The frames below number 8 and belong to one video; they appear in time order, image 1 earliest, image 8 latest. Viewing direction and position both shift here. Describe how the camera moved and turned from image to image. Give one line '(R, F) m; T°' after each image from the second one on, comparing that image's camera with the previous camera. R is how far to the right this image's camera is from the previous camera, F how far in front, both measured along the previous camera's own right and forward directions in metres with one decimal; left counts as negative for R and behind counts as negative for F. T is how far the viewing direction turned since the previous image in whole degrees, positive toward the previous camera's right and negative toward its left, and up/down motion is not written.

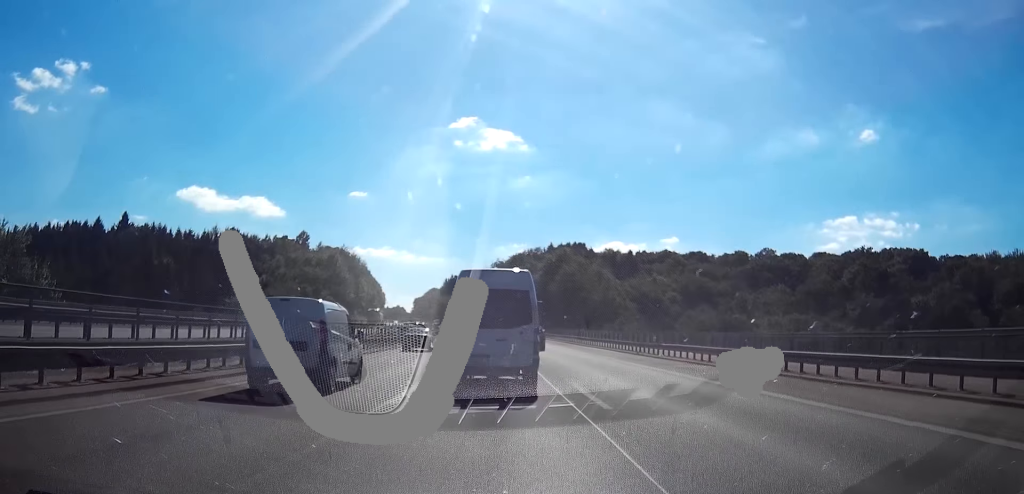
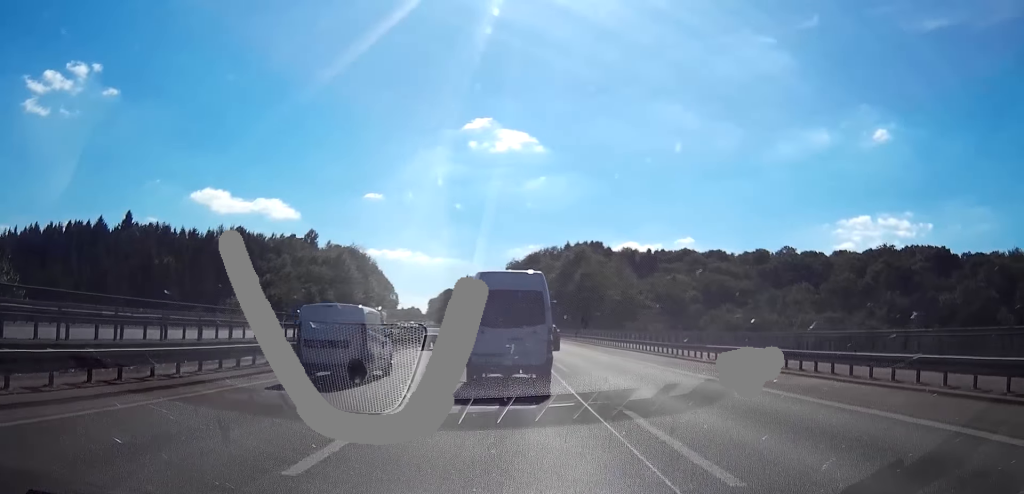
(0.0, +7.6) m; -1°
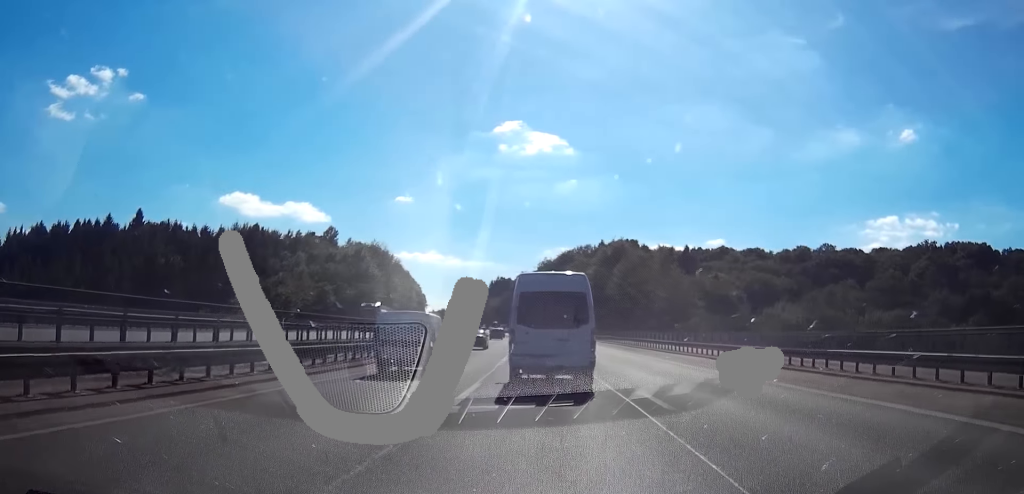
(-0.2, +12.7) m; -1°
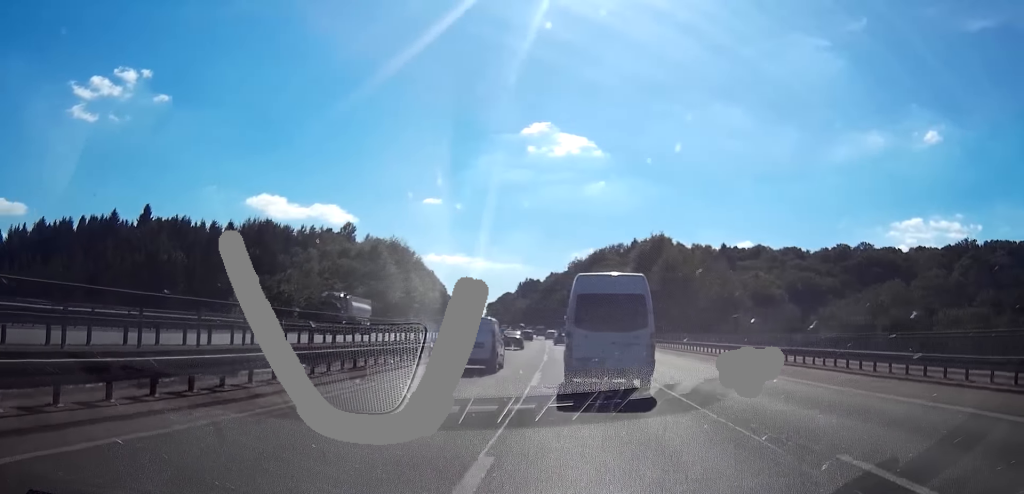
(-0.1, +13.0) m; 0°
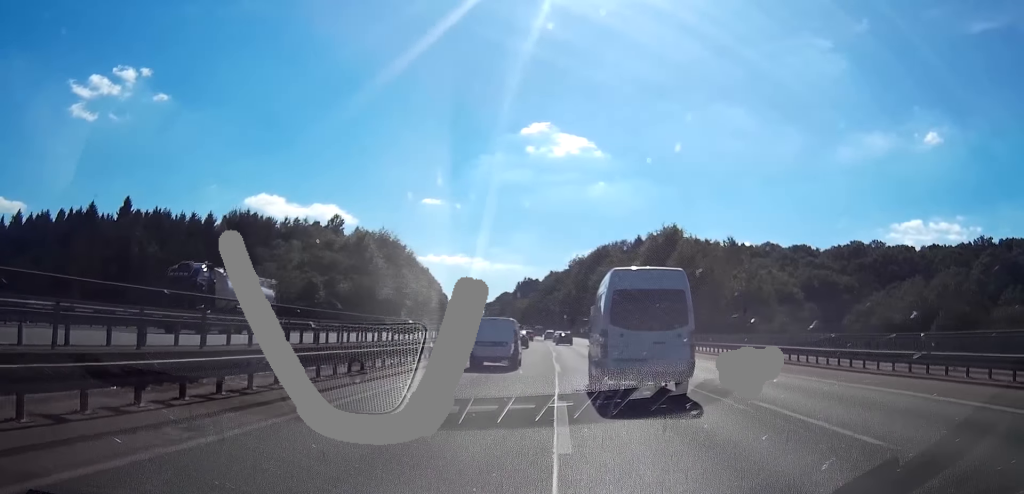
(+0.1, +12.3) m; +1°
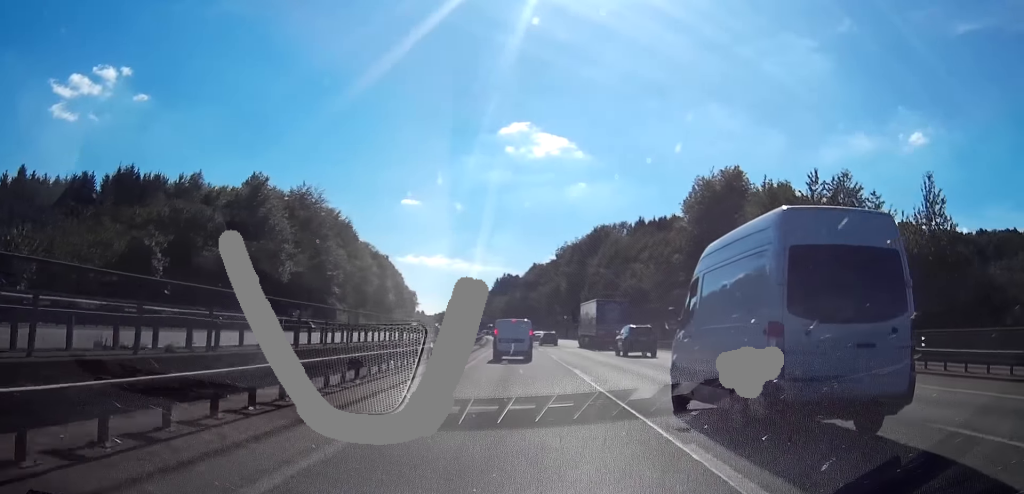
(+0.3, +43.2) m; +1°
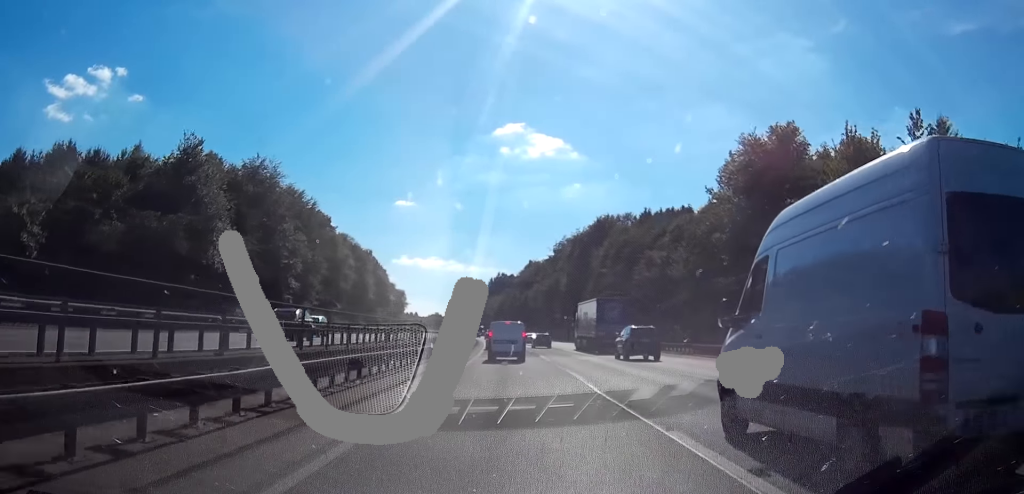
(-0.1, +16.6) m; 0°
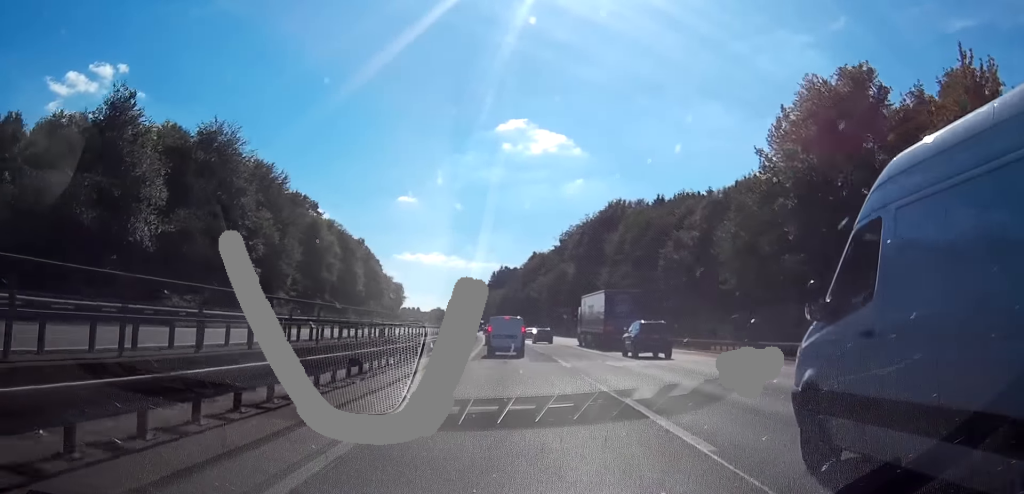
(0.0, +13.0) m; 0°
